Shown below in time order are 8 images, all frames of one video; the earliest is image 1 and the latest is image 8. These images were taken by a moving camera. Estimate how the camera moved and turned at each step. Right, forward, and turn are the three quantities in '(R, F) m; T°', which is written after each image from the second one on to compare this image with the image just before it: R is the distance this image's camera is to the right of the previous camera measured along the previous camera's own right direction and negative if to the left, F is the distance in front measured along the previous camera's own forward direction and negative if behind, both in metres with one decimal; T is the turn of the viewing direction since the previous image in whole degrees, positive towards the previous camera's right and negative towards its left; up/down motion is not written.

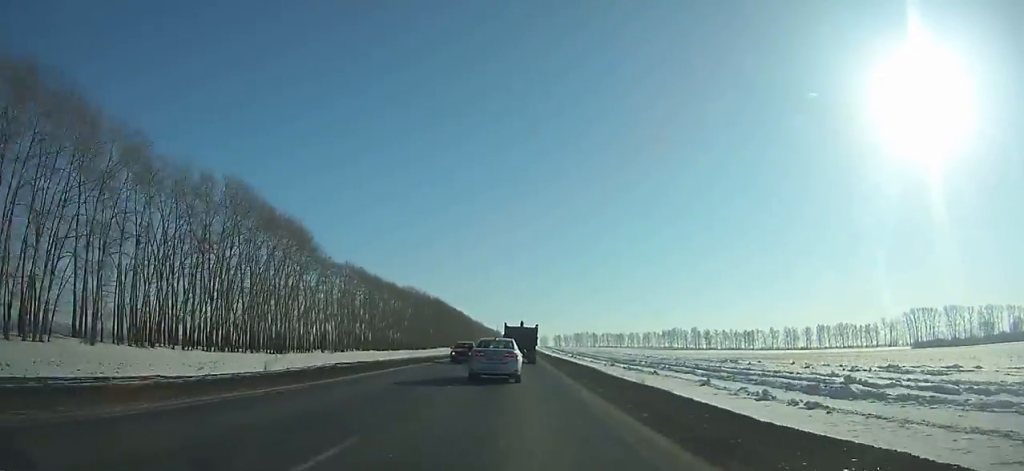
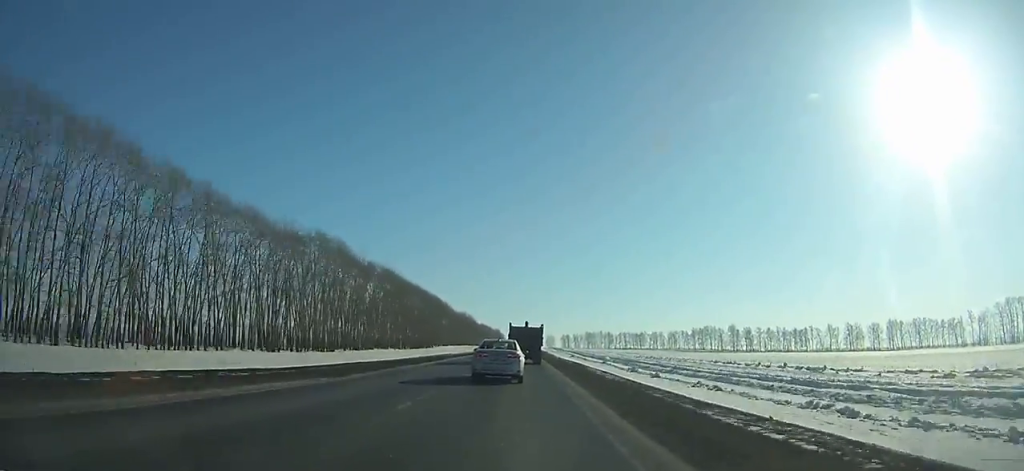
(-0.3, +101.3) m; 0°
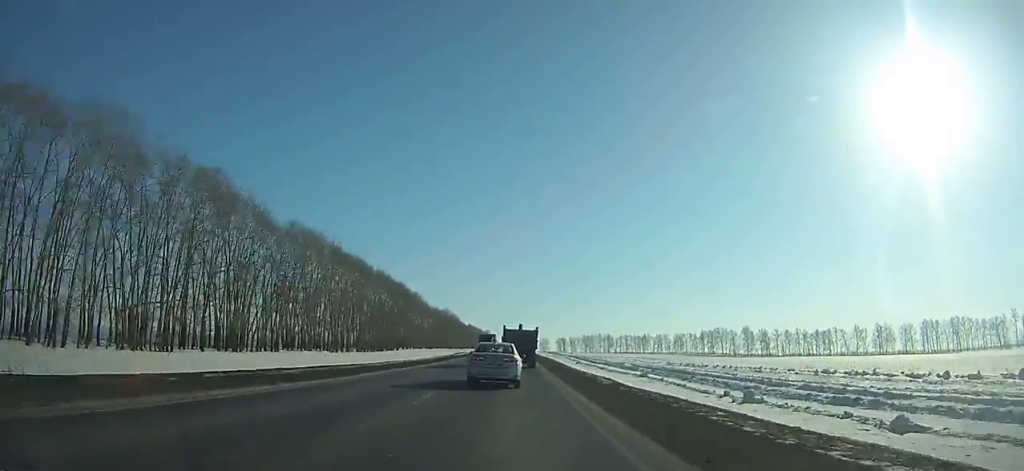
(+0.3, +47.1) m; 0°
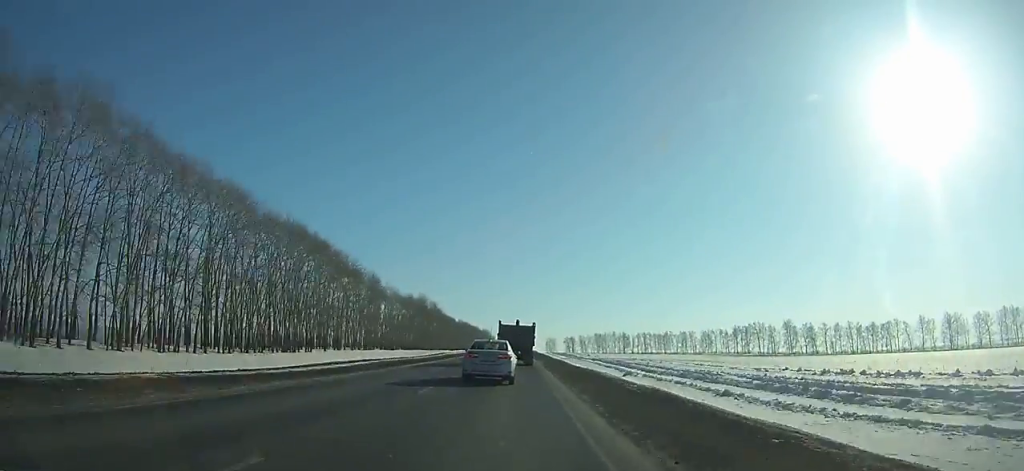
(+0.1, +66.8) m; 0°
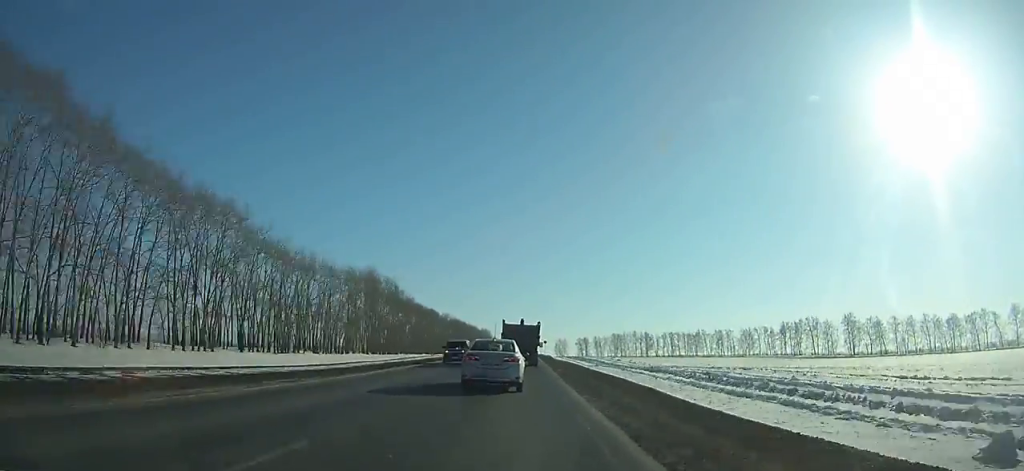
(-0.3, +68.8) m; 0°
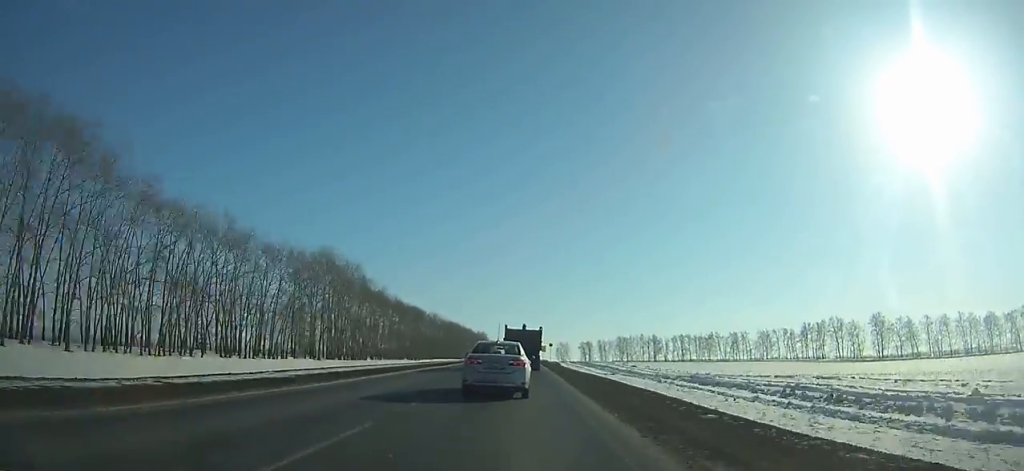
(-0.2, +27.8) m; 0°
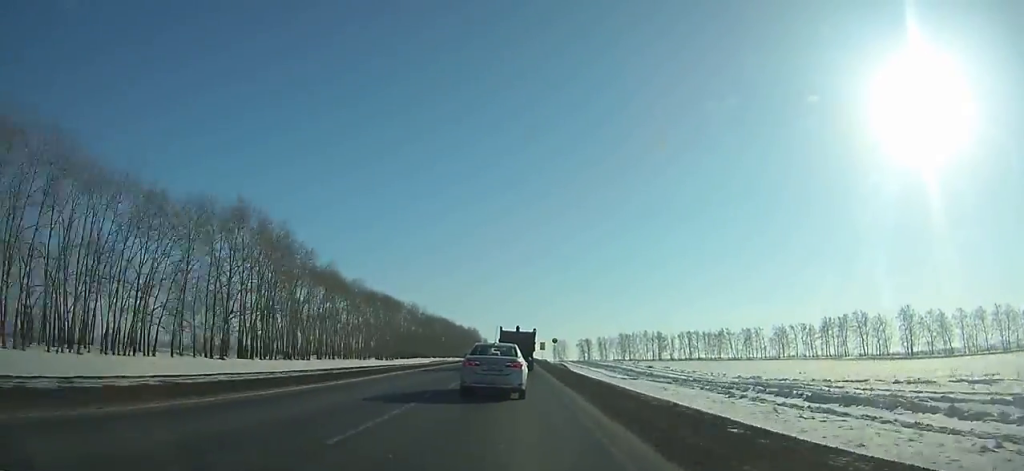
(+0.2, +29.0) m; 0°
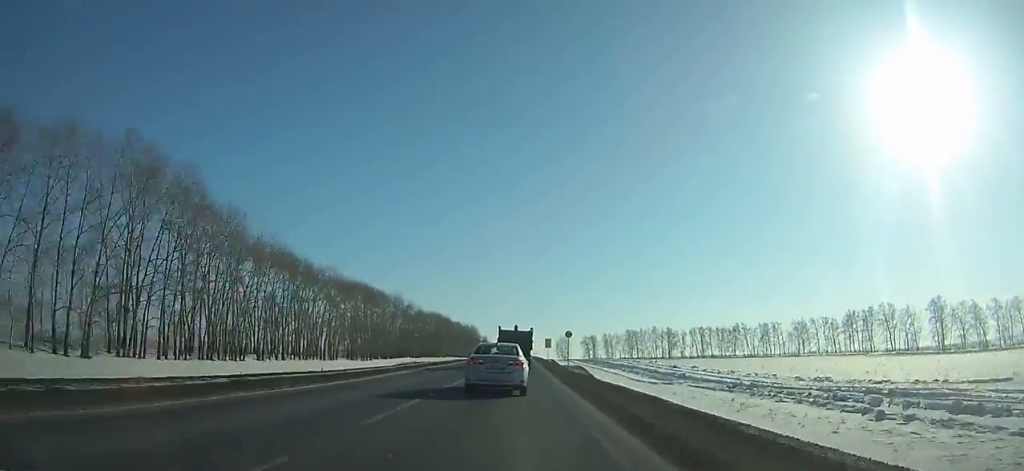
(+0.1, +22.2) m; 0°
